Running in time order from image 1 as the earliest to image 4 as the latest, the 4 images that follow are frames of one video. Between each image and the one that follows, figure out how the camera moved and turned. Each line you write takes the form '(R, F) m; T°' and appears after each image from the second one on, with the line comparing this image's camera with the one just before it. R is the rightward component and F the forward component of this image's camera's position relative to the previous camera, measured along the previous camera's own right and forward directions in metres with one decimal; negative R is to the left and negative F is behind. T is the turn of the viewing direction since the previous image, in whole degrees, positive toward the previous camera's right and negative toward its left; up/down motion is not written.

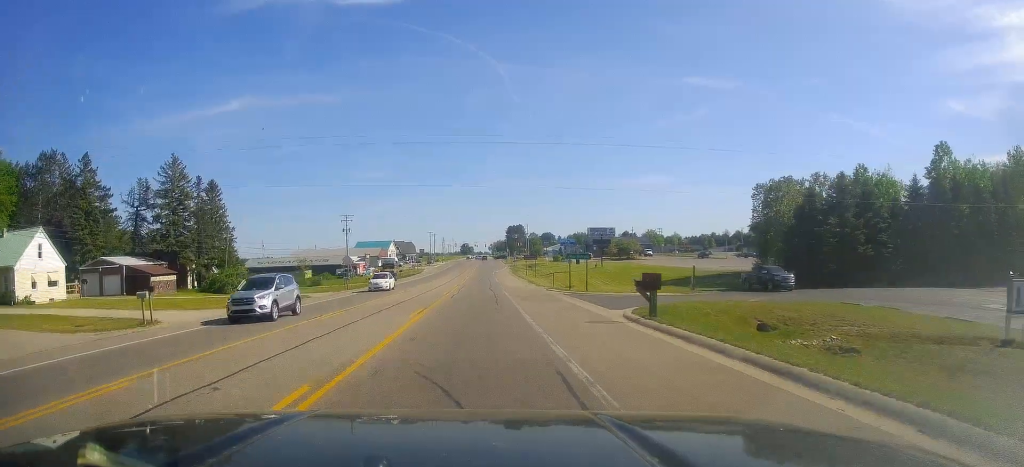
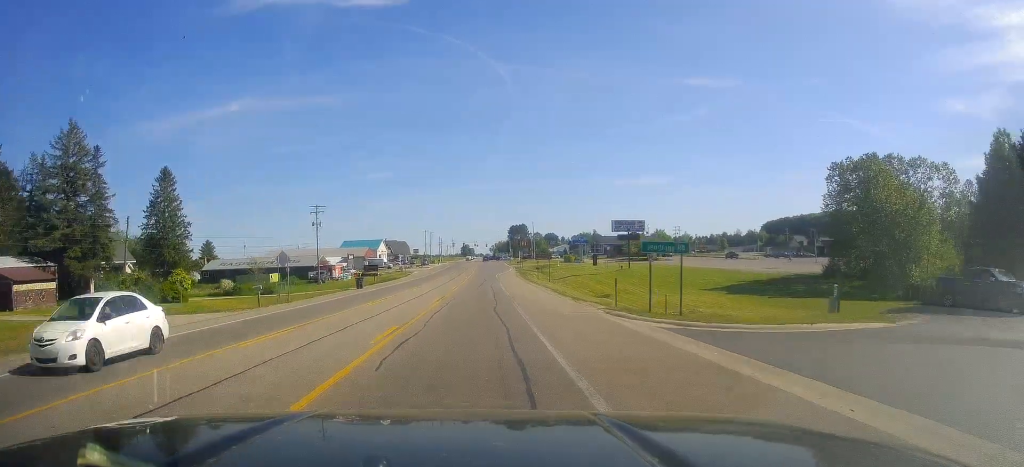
(+0.3, +21.7) m; 0°
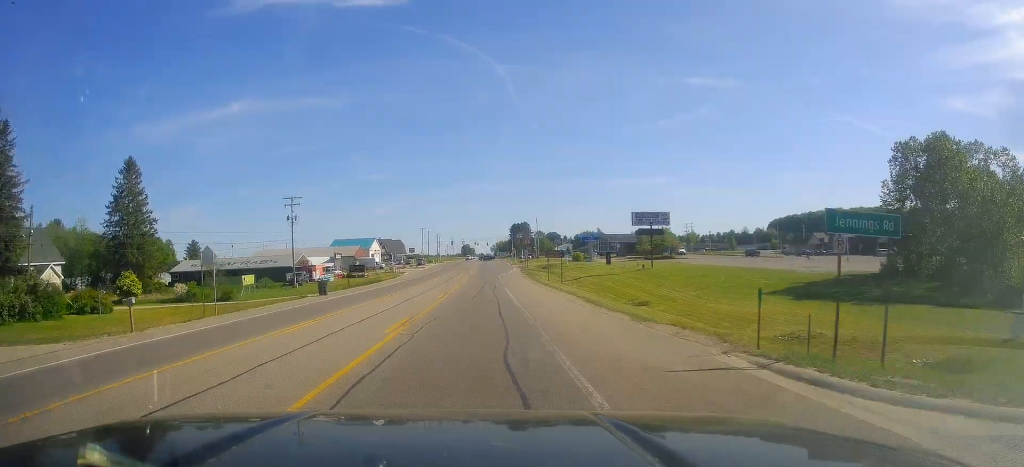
(0.0, +13.0) m; 0°
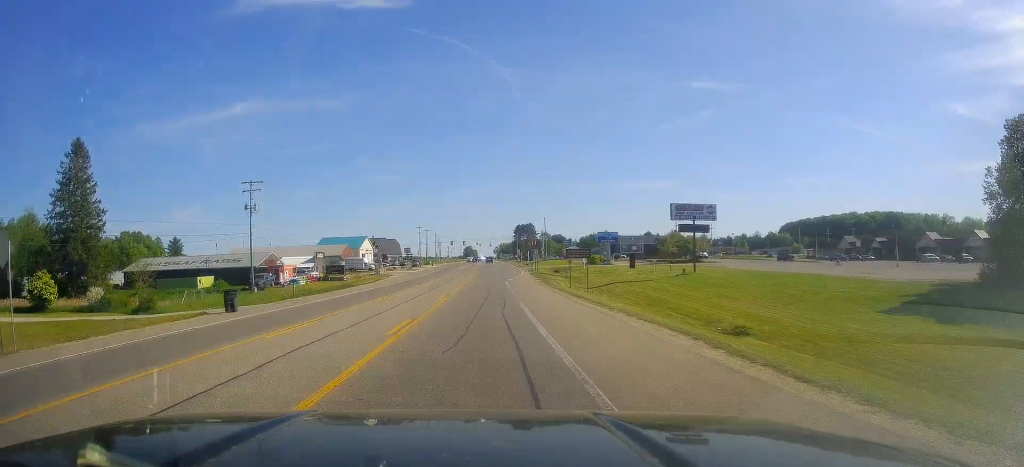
(-0.3, +16.7) m; 0°
